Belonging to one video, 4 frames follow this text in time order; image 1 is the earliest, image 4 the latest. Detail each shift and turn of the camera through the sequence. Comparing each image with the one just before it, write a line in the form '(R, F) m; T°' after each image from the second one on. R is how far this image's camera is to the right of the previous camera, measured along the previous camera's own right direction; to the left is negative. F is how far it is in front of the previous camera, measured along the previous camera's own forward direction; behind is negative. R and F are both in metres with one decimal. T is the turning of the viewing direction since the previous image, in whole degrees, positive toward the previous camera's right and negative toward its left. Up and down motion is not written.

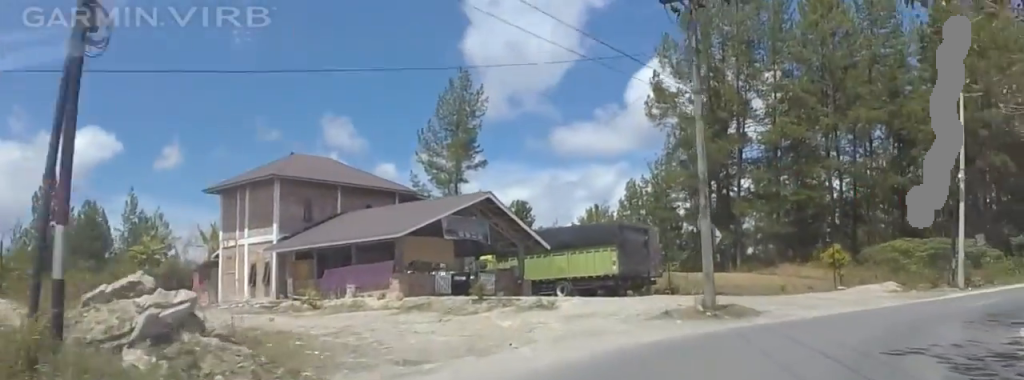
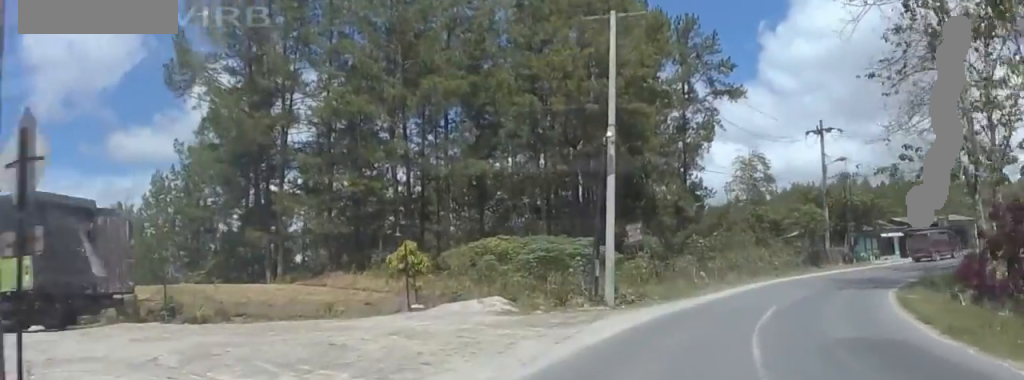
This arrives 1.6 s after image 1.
(+1.7, +19.3) m; +14°
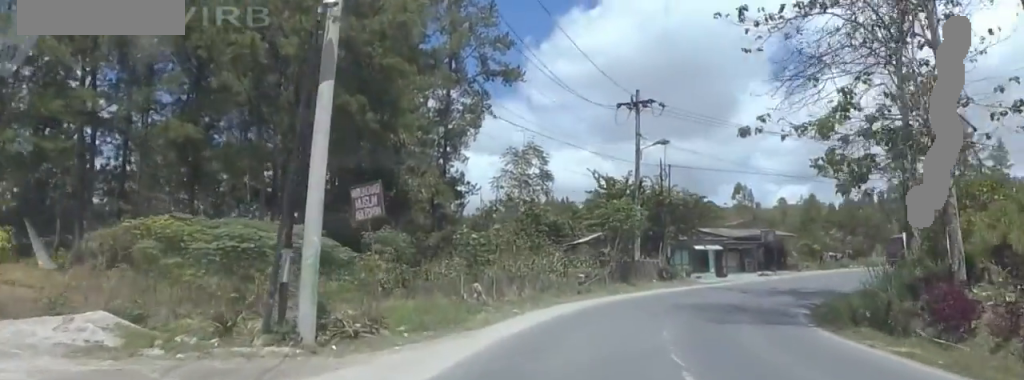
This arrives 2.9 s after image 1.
(+2.5, +15.4) m; +20°
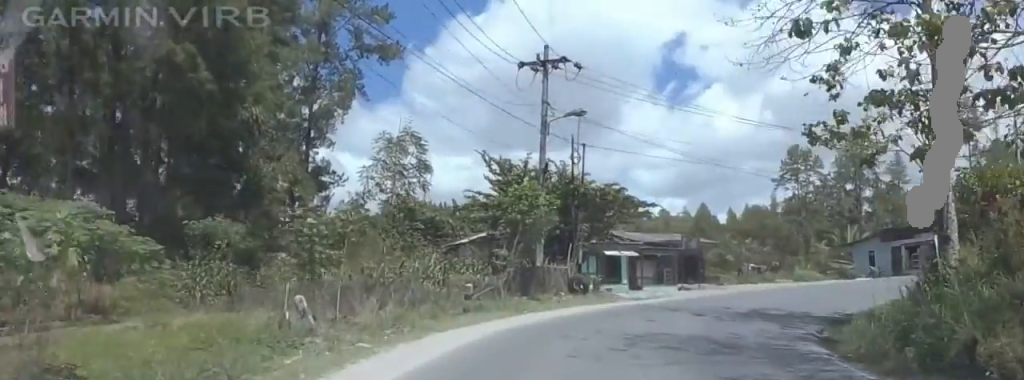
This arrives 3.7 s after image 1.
(+1.0, +9.9) m; +11°
